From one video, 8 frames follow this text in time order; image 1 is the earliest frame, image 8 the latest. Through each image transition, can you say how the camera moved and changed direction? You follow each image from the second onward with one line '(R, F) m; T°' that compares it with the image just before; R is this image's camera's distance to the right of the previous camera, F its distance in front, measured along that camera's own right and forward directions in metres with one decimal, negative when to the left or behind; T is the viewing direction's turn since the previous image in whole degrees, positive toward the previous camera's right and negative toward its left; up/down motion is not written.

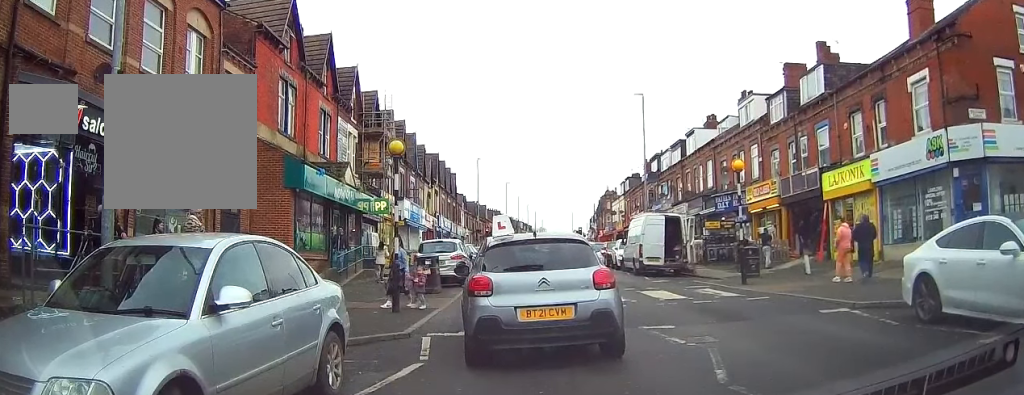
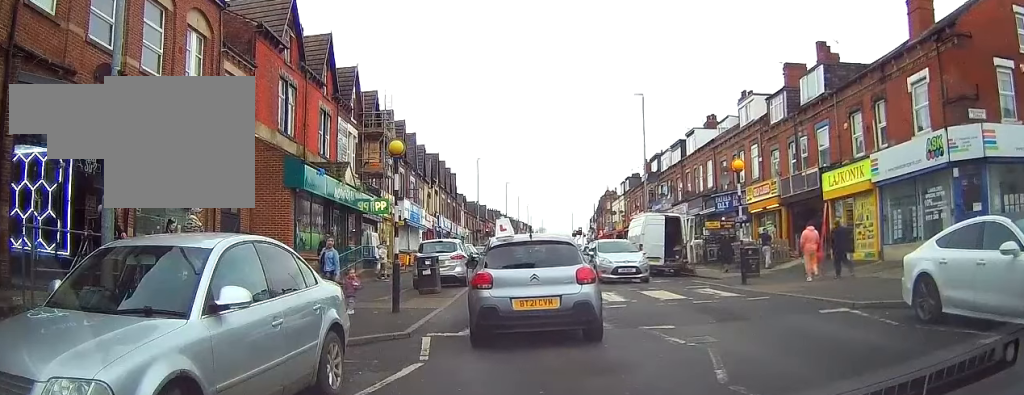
(0.0, 0.0) m; 0°
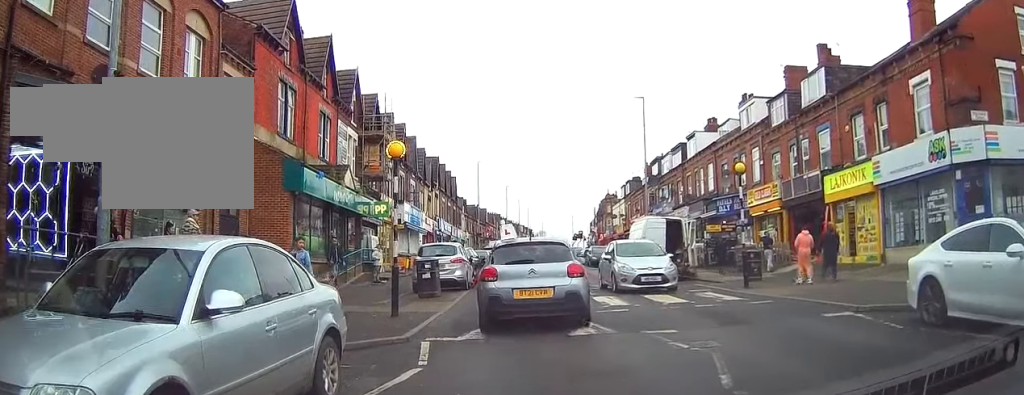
(0.0, 0.0) m; 0°
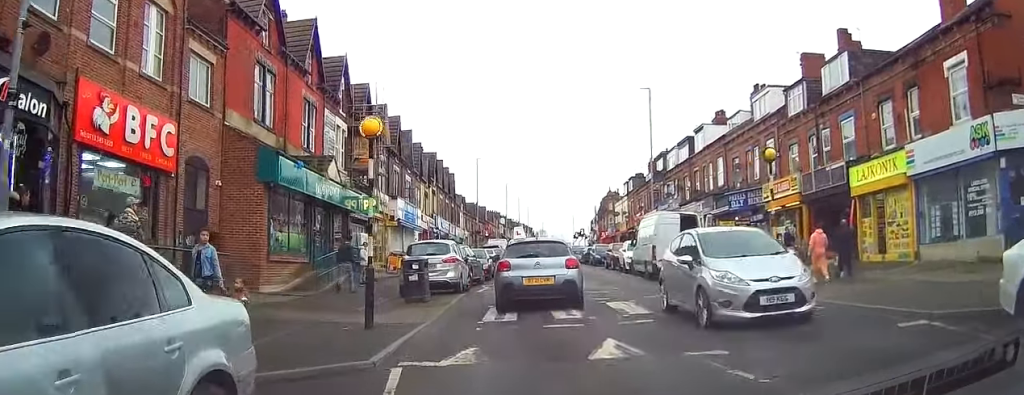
(-0.1, +1.4) m; +1°
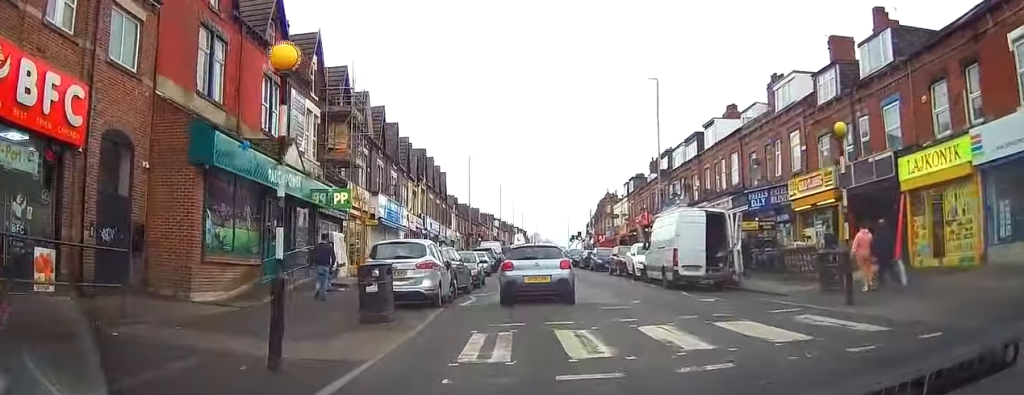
(+0.1, +3.2) m; +1°
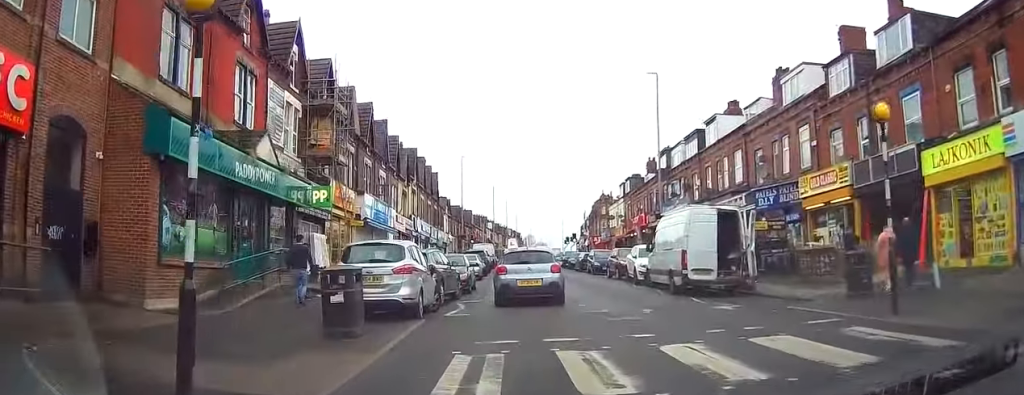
(0.0, +1.8) m; 0°
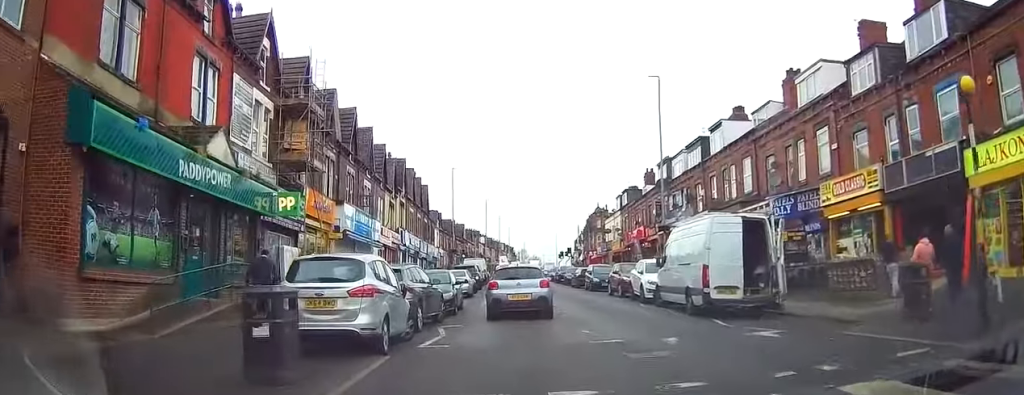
(-0.1, +2.6) m; +1°
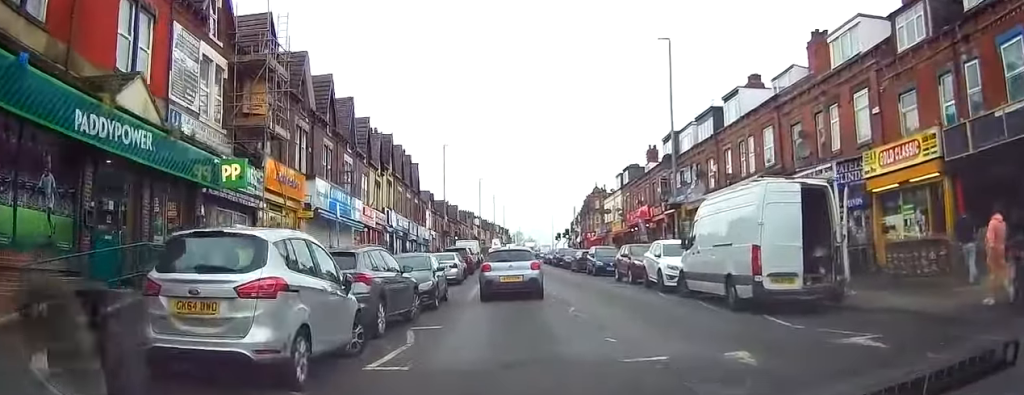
(+0.2, +3.9) m; 0°
